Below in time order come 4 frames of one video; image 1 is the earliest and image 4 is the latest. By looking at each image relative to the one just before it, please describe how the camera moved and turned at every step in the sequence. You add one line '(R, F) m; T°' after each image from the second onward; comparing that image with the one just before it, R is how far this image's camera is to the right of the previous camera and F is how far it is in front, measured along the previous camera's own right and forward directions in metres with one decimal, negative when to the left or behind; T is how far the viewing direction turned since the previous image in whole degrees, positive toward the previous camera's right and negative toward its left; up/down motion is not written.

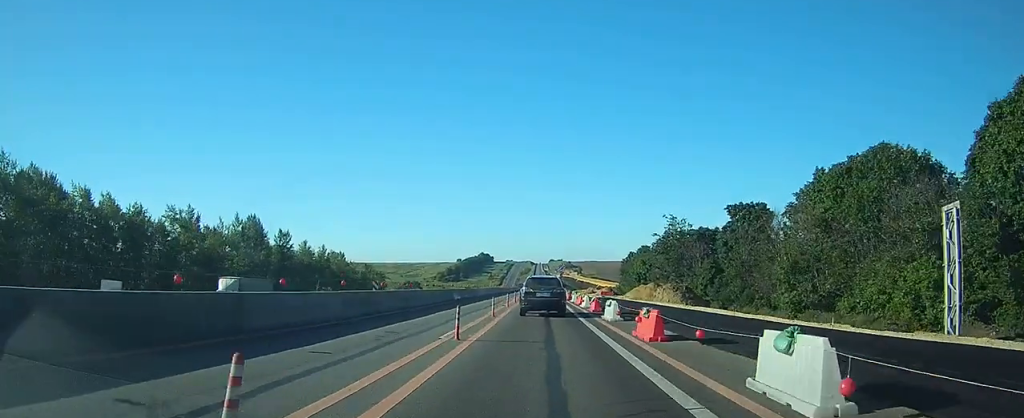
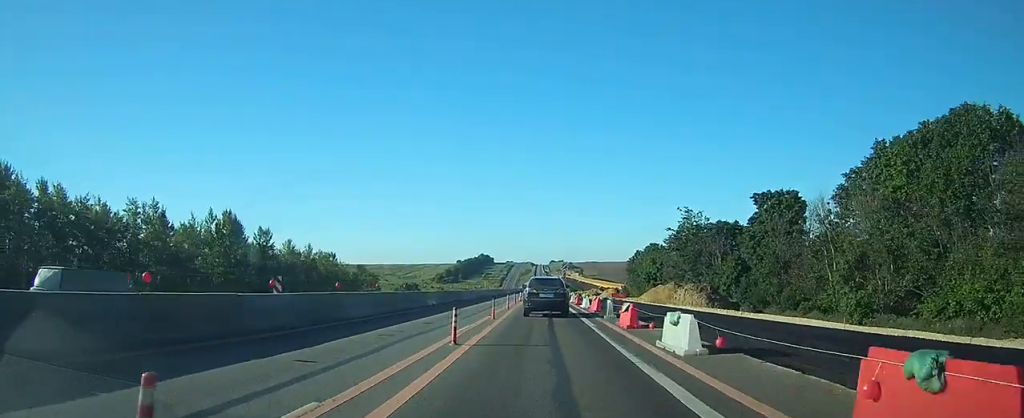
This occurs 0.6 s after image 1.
(0.0, +10.7) m; 0°
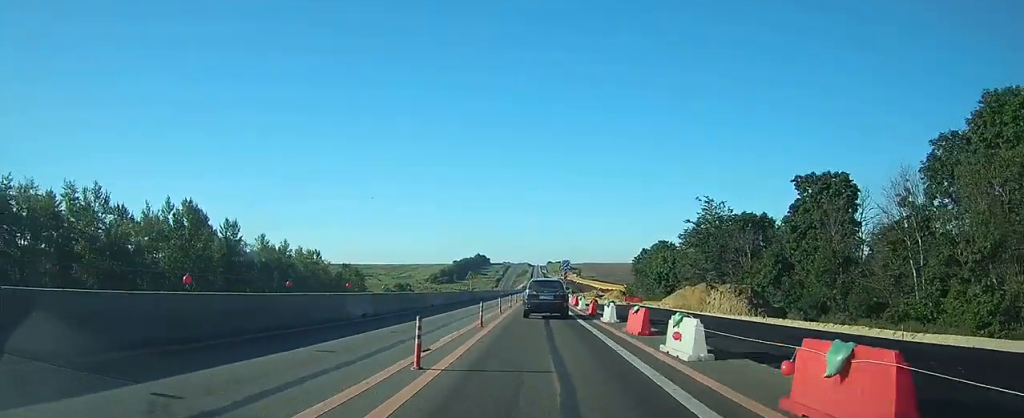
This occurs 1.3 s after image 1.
(0.0, +13.3) m; 0°
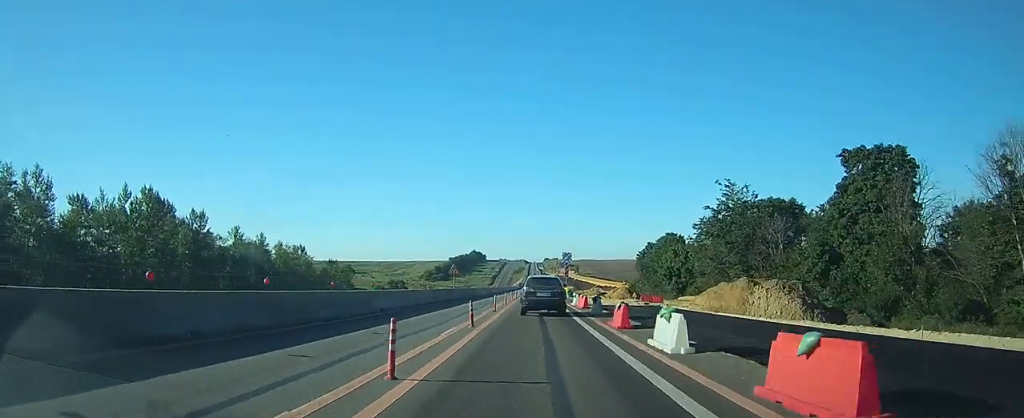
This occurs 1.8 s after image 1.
(0.0, +10.8) m; 0°
